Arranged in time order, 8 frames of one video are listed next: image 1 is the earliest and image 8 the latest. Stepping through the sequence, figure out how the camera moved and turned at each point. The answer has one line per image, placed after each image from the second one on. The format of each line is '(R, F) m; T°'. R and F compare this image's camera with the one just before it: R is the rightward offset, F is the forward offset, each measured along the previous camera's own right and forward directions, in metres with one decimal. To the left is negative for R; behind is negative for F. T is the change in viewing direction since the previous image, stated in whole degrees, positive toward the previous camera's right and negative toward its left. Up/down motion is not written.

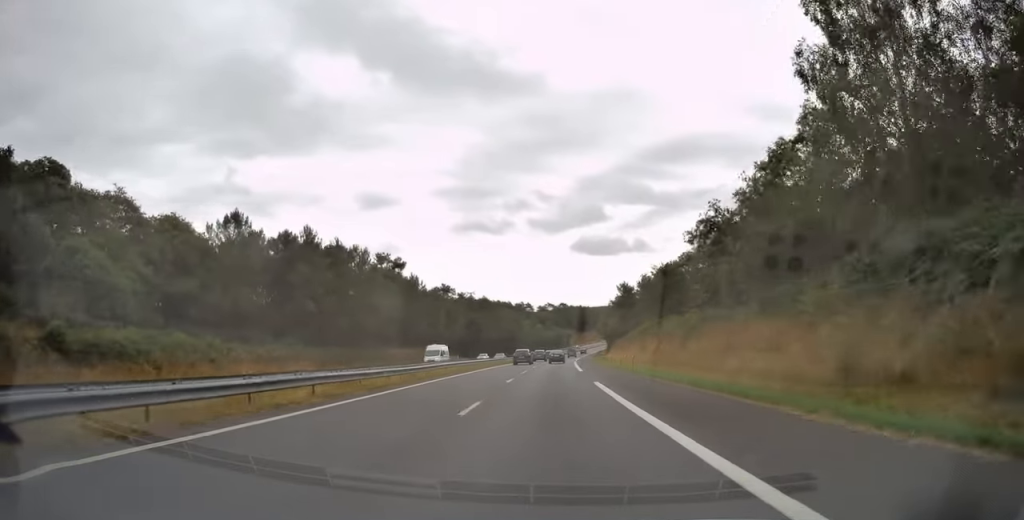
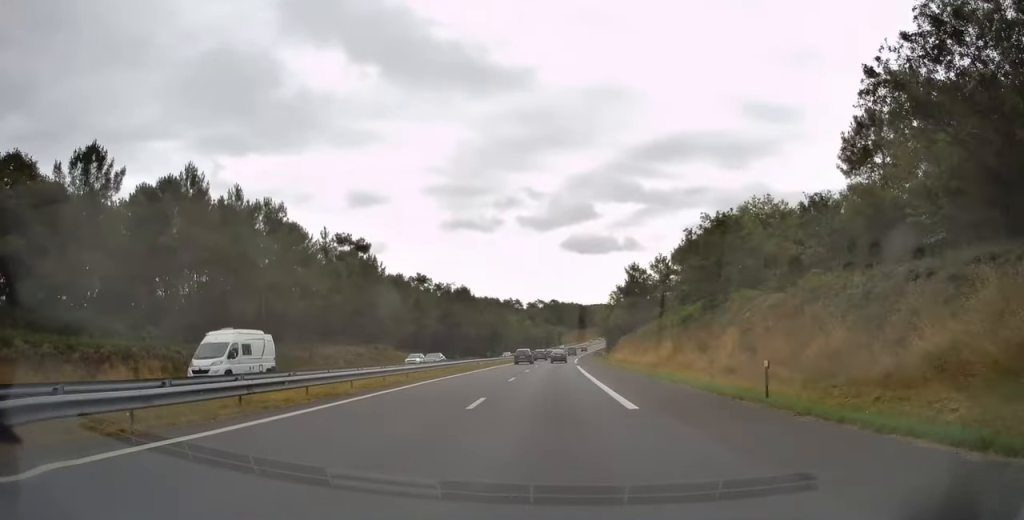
(+0.1, +24.2) m; +1°
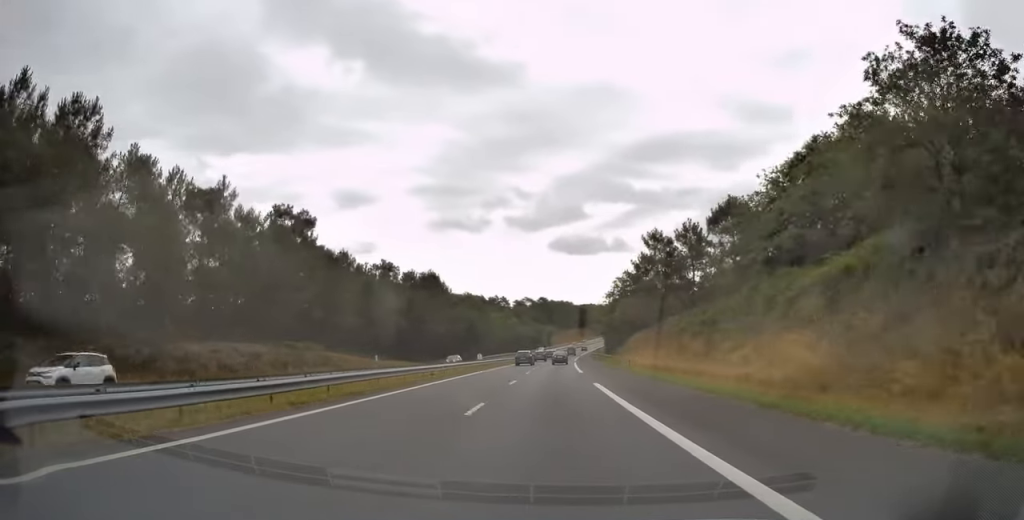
(+0.3, +26.3) m; +1°
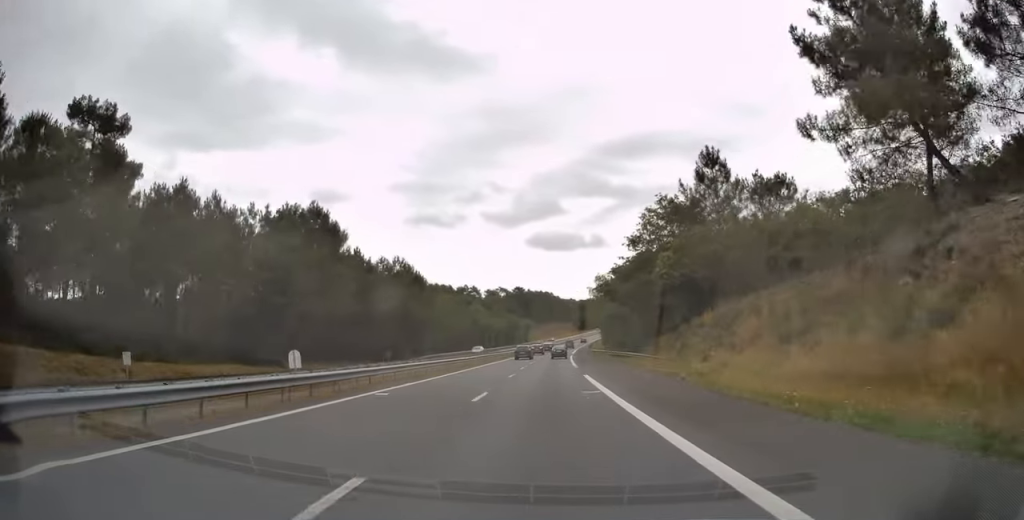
(+1.1, +48.5) m; +2°
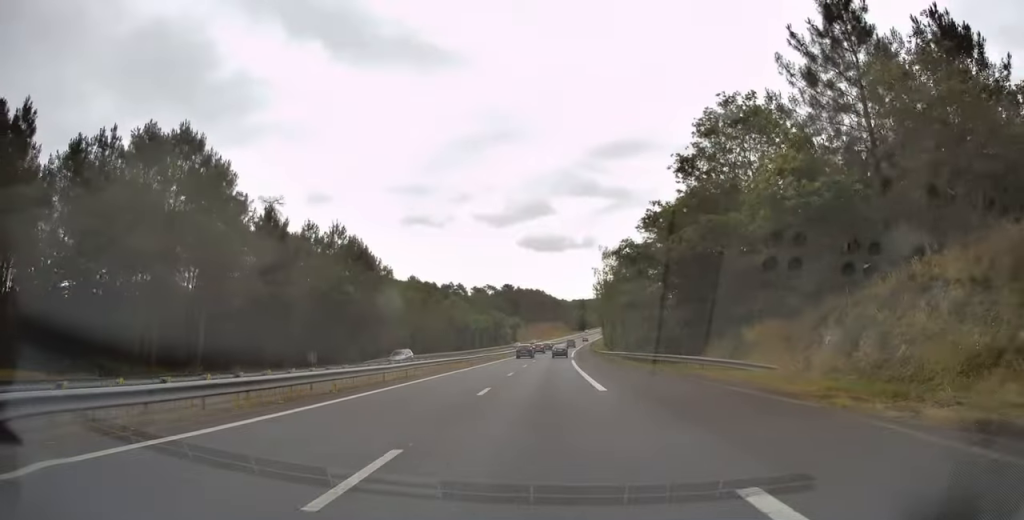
(+0.1, +23.8) m; +1°
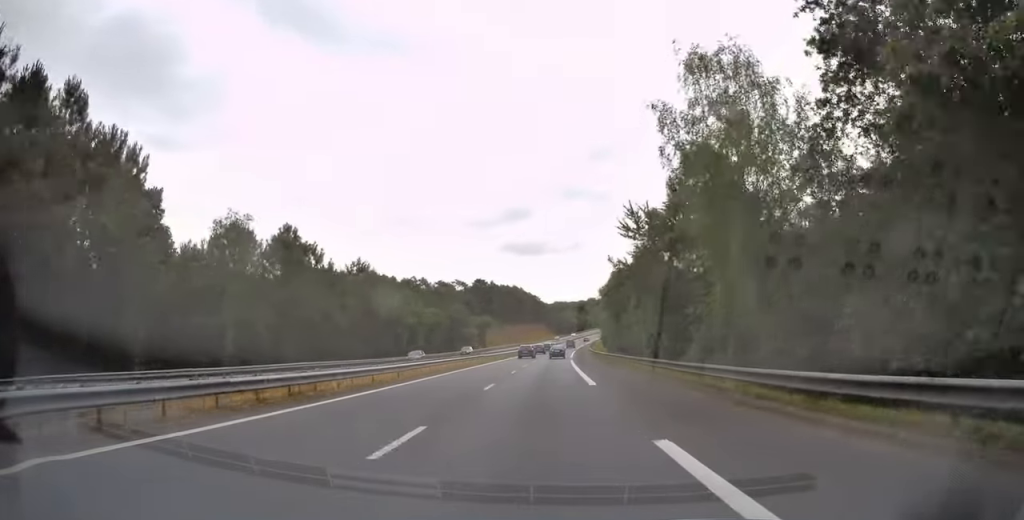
(+0.8, +48.8) m; +2°
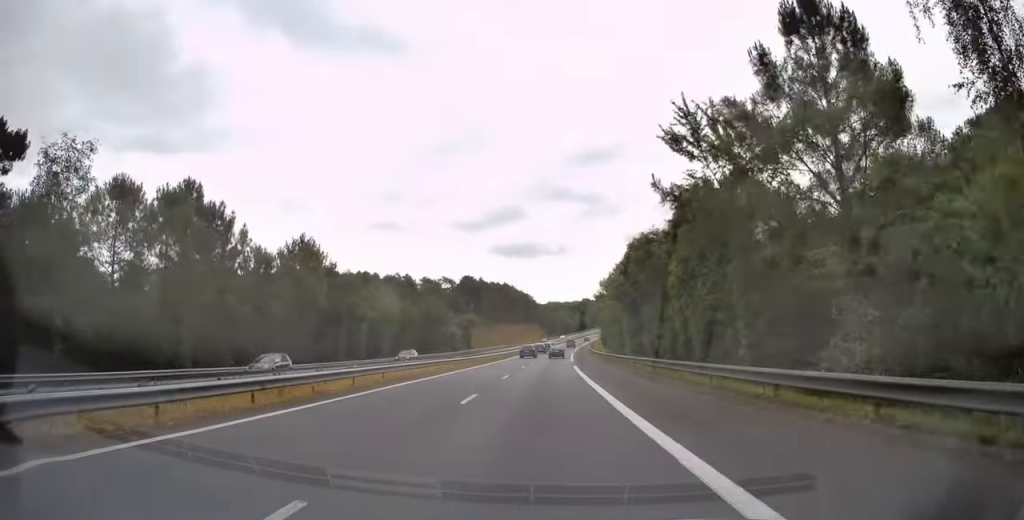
(+0.2, +18.2) m; +1°
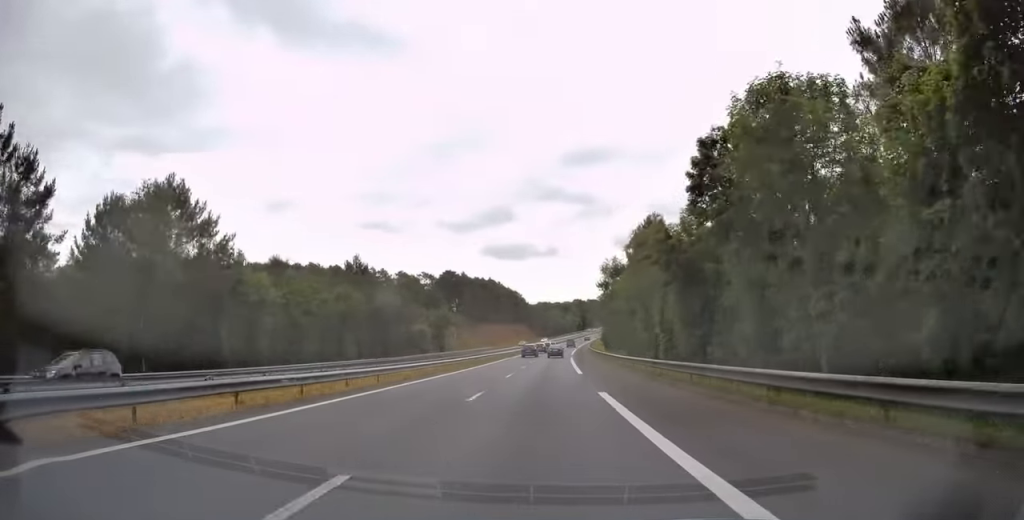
(+0.3, +24.4) m; +1°
